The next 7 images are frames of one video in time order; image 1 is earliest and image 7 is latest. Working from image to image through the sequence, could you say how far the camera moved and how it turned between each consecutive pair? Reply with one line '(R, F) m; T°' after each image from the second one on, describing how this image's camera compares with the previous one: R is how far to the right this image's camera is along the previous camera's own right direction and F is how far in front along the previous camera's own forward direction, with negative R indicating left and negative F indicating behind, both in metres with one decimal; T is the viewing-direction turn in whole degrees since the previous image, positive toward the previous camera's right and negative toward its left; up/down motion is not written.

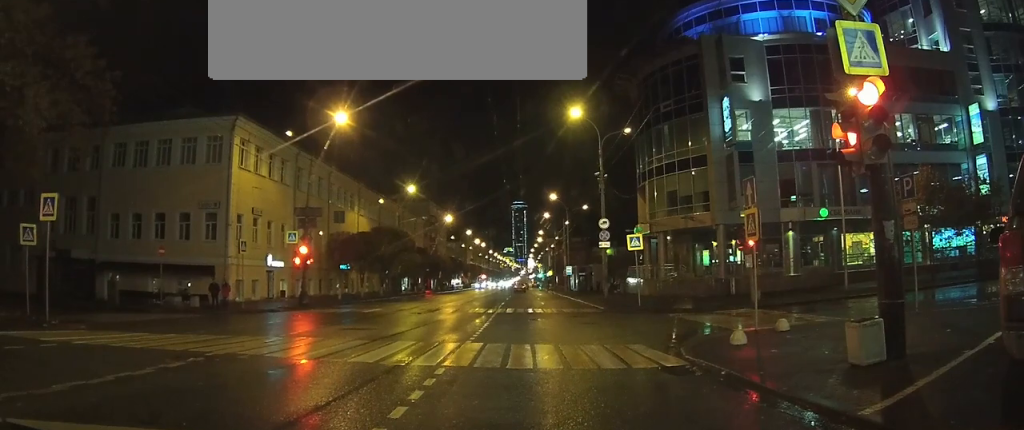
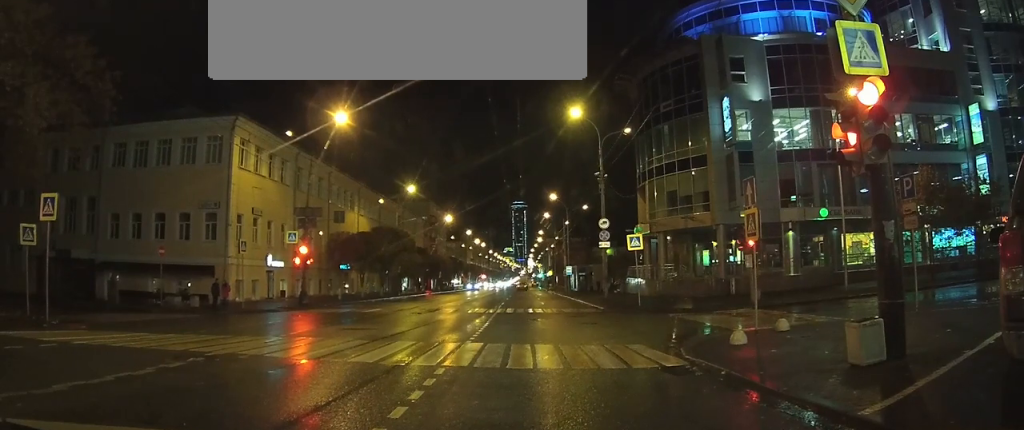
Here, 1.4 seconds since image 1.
(0.0, 0.0) m; 0°
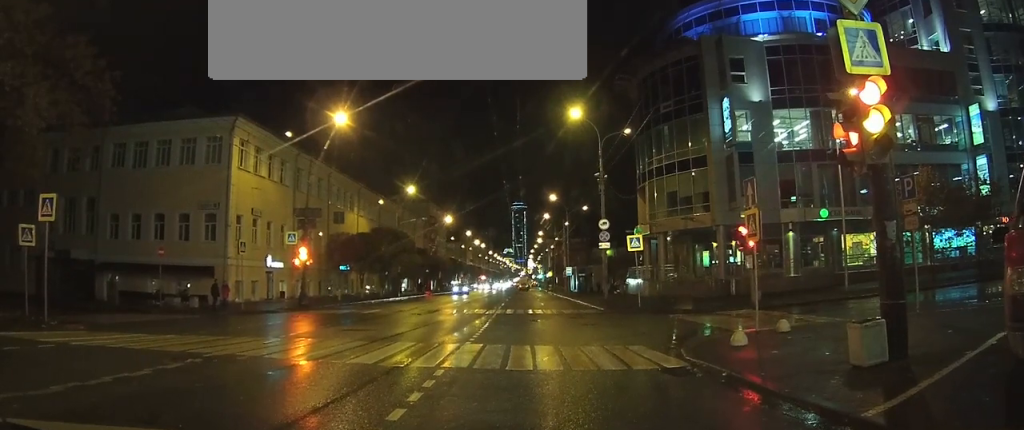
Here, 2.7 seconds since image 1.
(0.0, 0.0) m; 0°
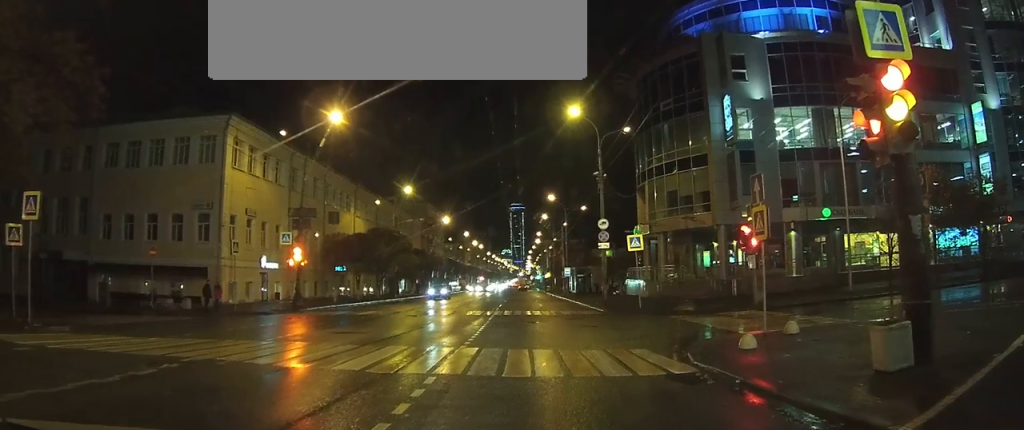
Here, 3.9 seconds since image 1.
(0.0, 0.0) m; 0°
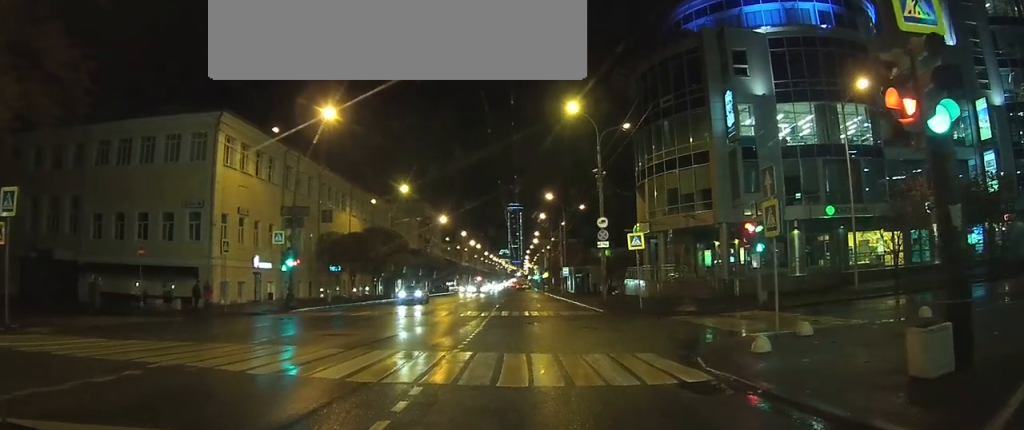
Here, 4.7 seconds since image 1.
(0.0, +1.1) m; 0°
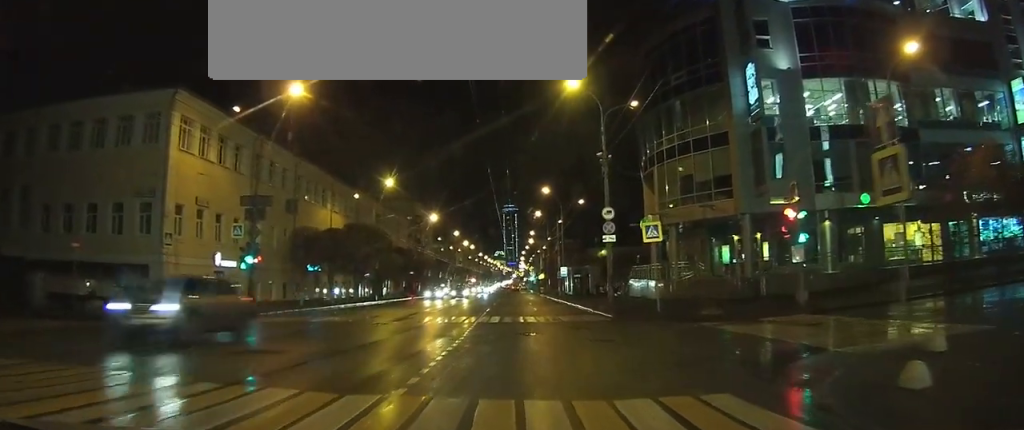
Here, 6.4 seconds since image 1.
(+0.1, +8.0) m; -3°
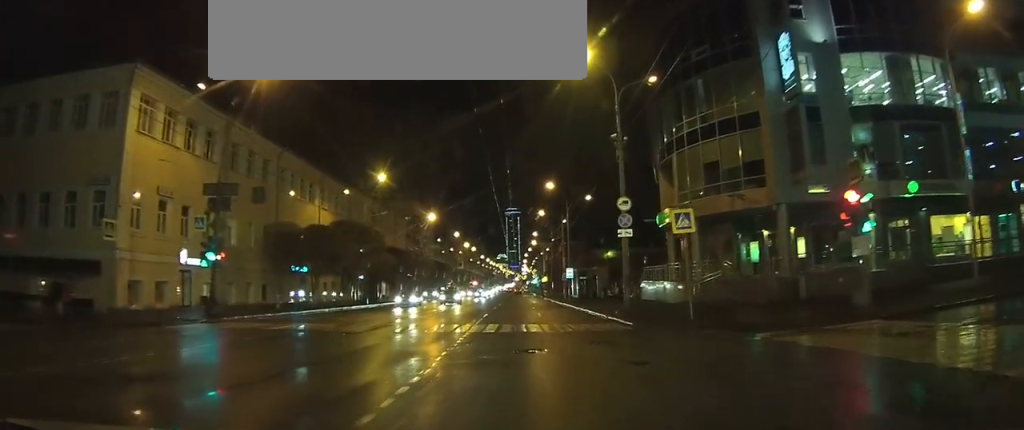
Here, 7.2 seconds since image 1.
(-0.3, +5.2) m; -3°
